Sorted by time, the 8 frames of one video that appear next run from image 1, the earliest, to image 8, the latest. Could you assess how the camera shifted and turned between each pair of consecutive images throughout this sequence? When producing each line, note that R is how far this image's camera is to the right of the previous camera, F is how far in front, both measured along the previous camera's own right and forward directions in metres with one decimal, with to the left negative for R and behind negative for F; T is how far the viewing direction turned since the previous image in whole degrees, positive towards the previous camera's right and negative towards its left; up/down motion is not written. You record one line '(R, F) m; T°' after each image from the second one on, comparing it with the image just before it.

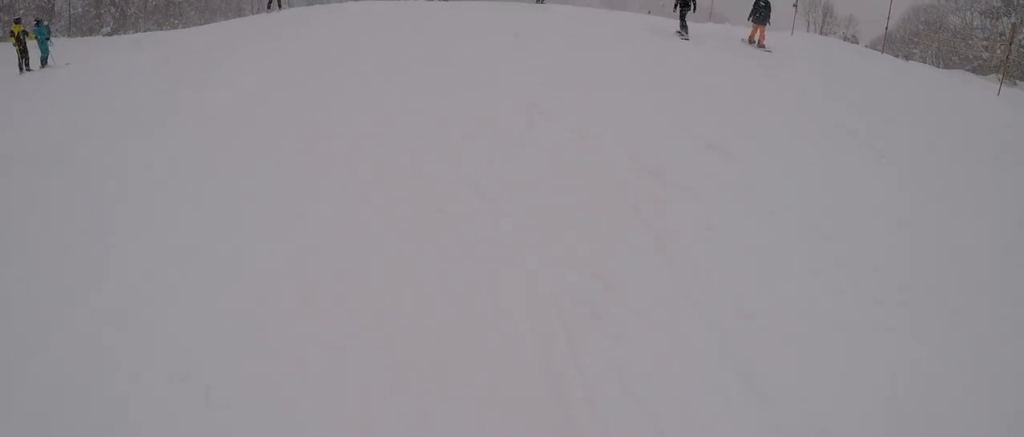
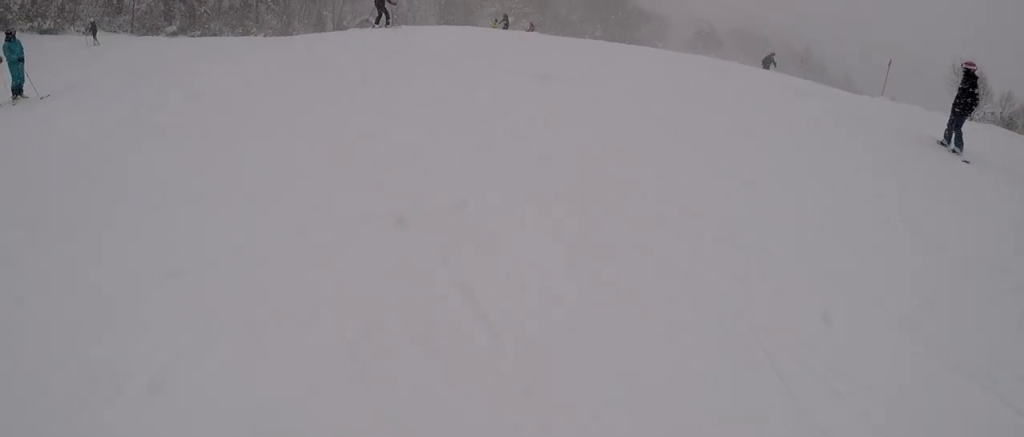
(-0.2, +6.3) m; +4°
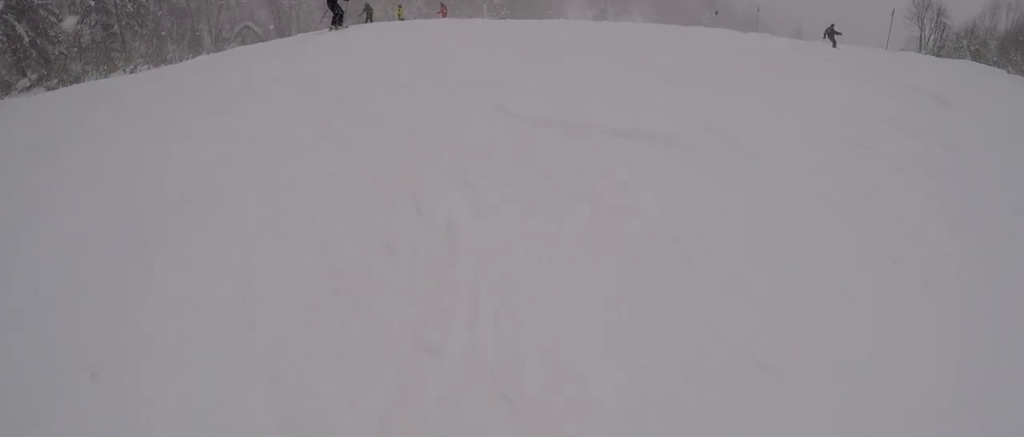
(+0.4, +5.6) m; +5°
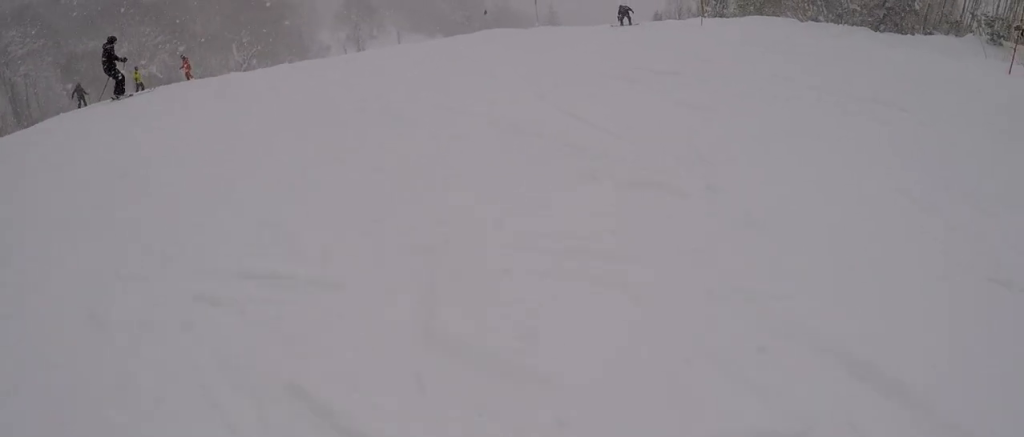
(0.0, +4.2) m; 0°
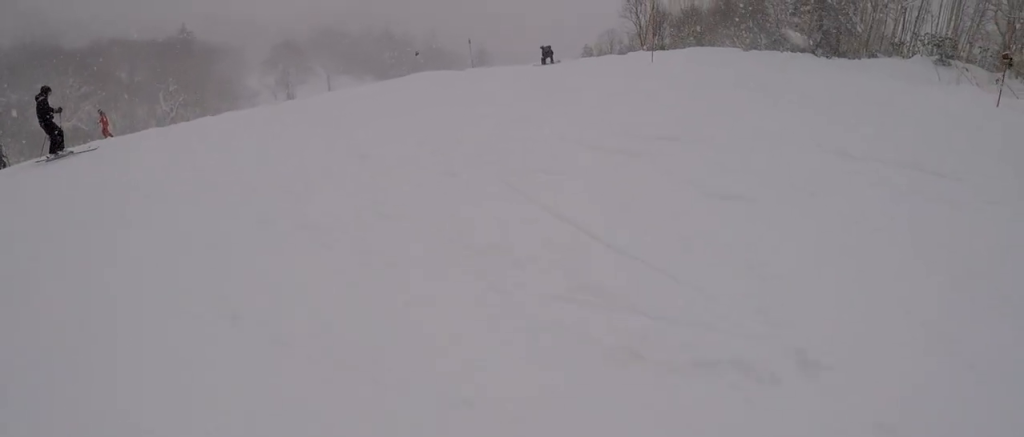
(0.0, +1.8) m; 0°
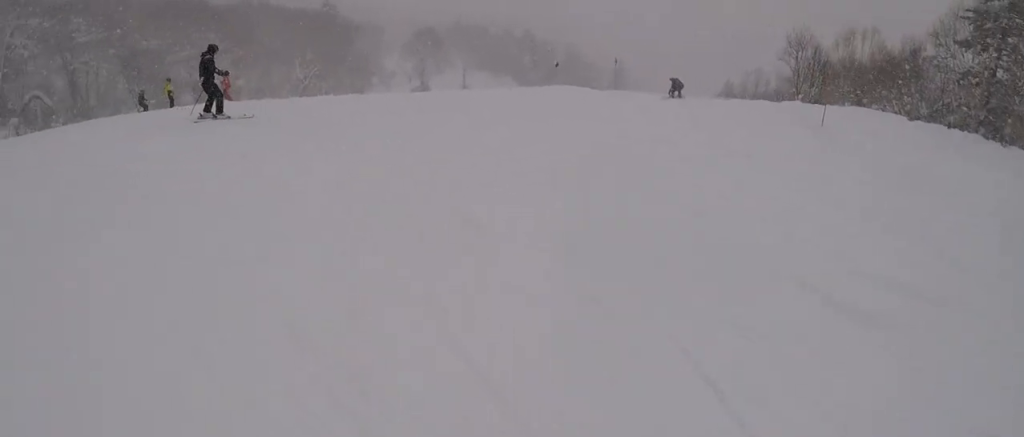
(0.0, +2.2) m; 0°
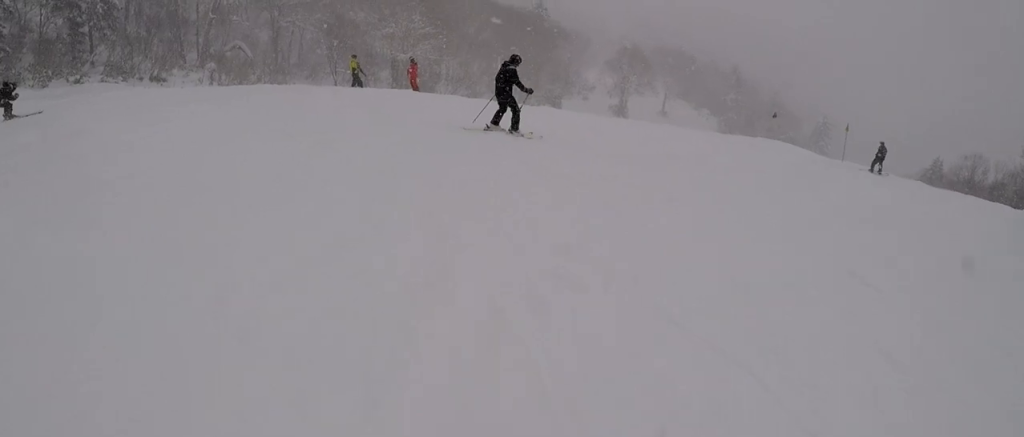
(0.0, +3.0) m; -13°
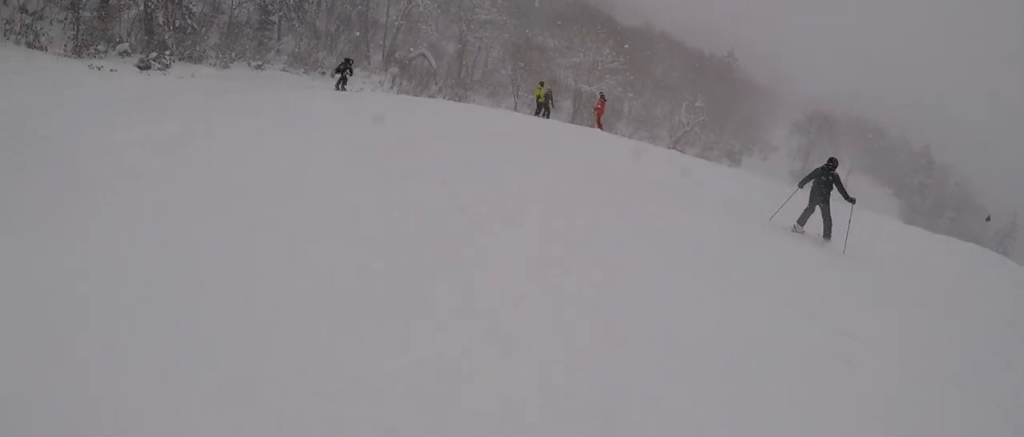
(-0.4, +2.1) m; -4°
